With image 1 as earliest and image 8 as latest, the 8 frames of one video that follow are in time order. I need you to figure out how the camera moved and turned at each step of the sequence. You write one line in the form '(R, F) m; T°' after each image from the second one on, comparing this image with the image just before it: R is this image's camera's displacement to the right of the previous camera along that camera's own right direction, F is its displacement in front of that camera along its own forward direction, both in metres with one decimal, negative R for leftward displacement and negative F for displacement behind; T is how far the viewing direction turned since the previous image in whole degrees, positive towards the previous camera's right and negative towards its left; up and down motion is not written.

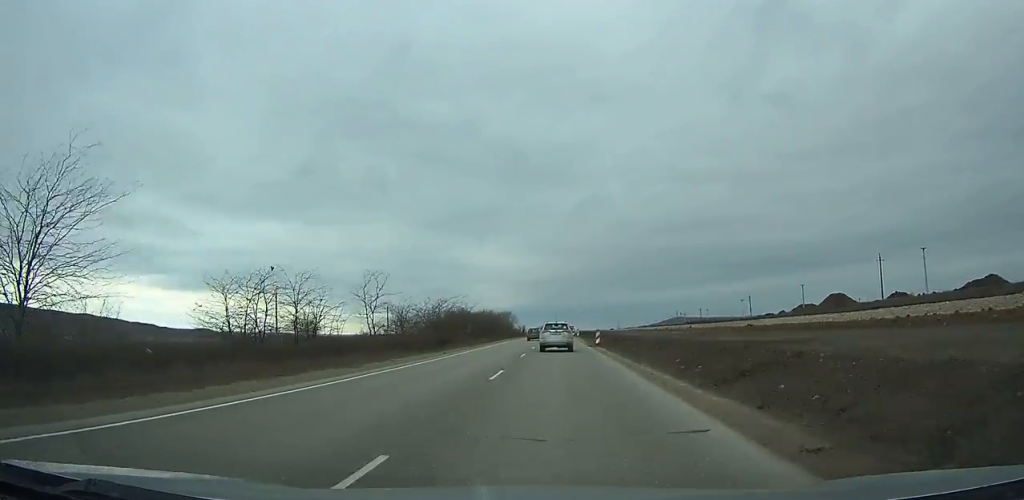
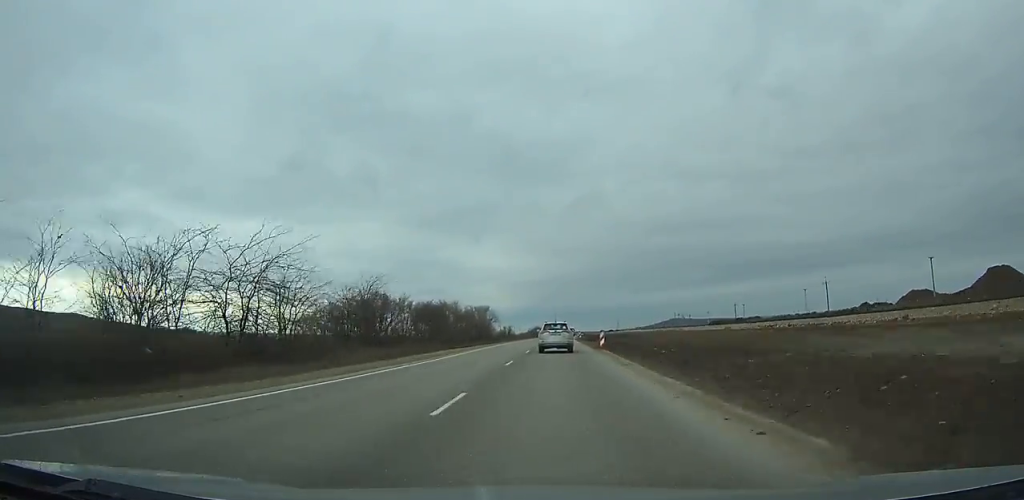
(-0.1, +53.2) m; 0°
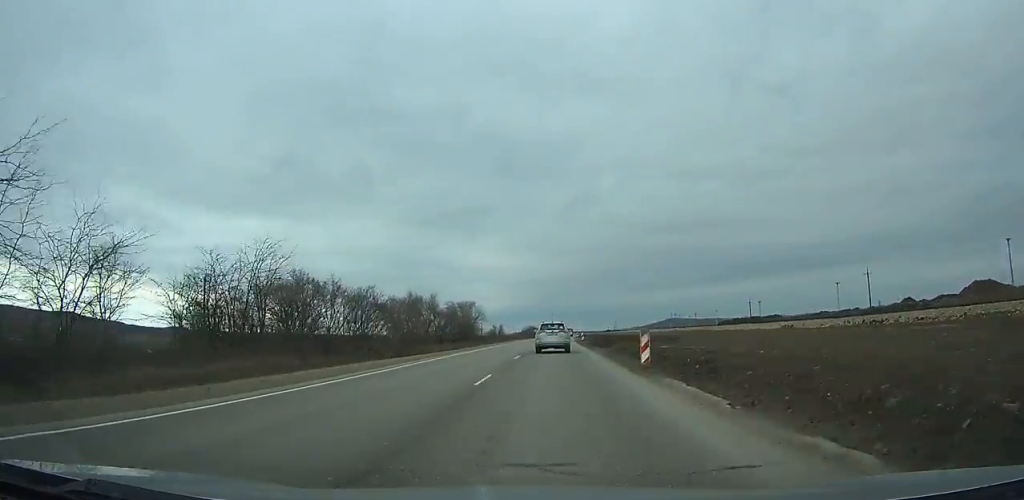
(-0.1, +19.2) m; 0°
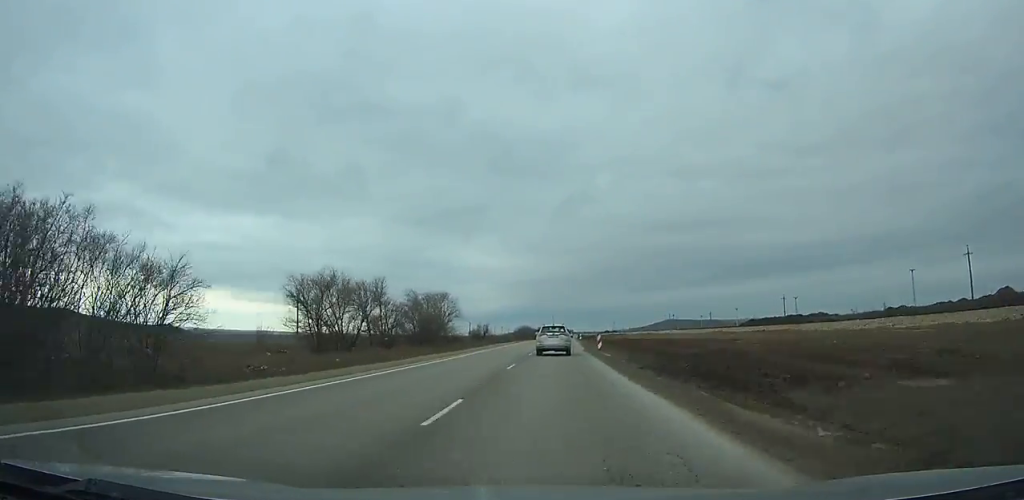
(+0.1, +30.0) m; +1°
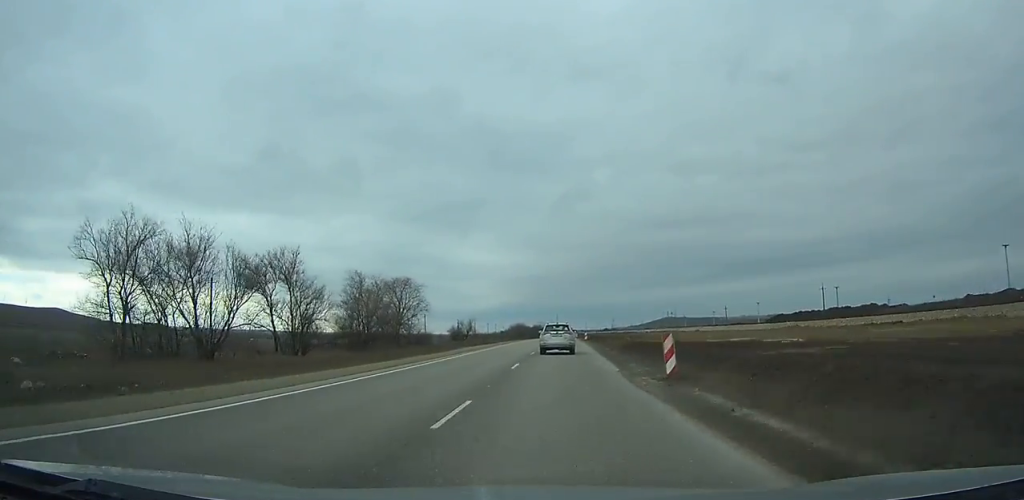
(+0.1, +24.4) m; +1°
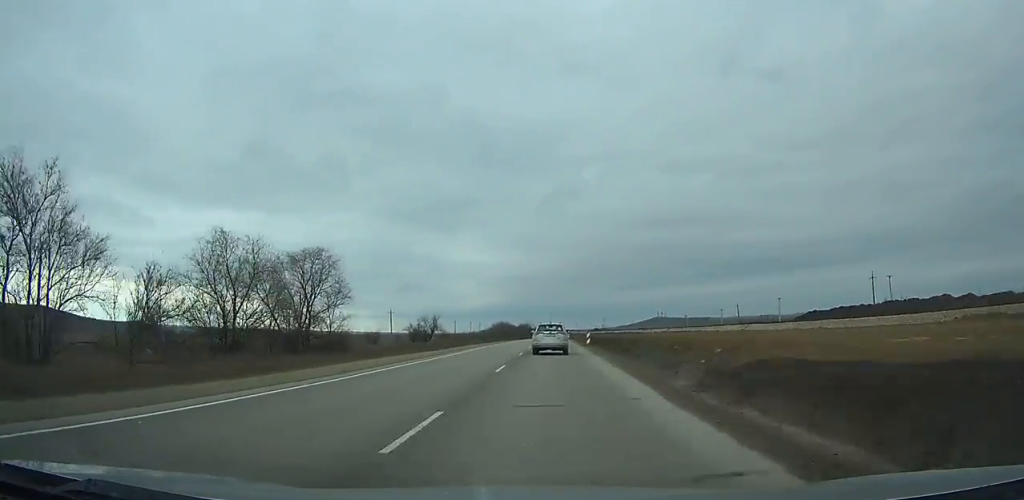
(+0.3, +25.5) m; +1°
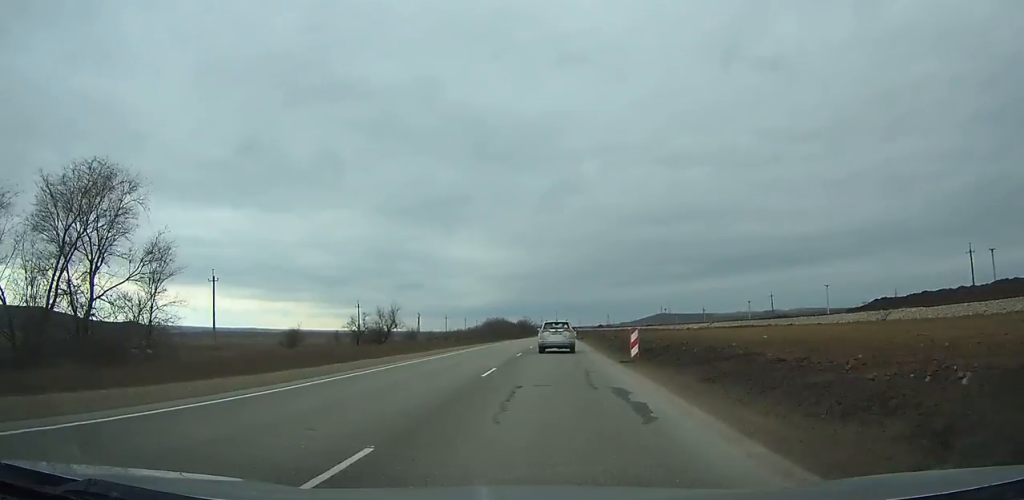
(+0.2, +26.8) m; 0°
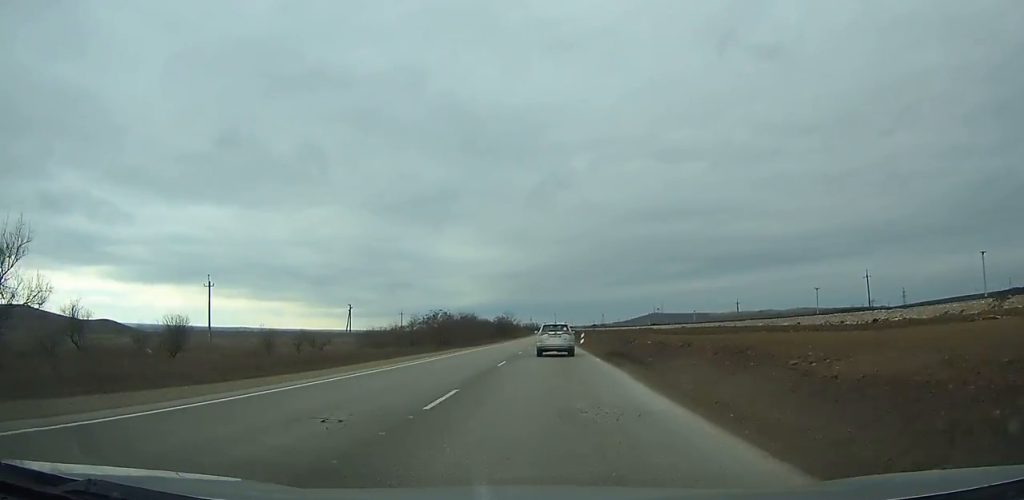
(+0.1, +53.5) m; 0°
